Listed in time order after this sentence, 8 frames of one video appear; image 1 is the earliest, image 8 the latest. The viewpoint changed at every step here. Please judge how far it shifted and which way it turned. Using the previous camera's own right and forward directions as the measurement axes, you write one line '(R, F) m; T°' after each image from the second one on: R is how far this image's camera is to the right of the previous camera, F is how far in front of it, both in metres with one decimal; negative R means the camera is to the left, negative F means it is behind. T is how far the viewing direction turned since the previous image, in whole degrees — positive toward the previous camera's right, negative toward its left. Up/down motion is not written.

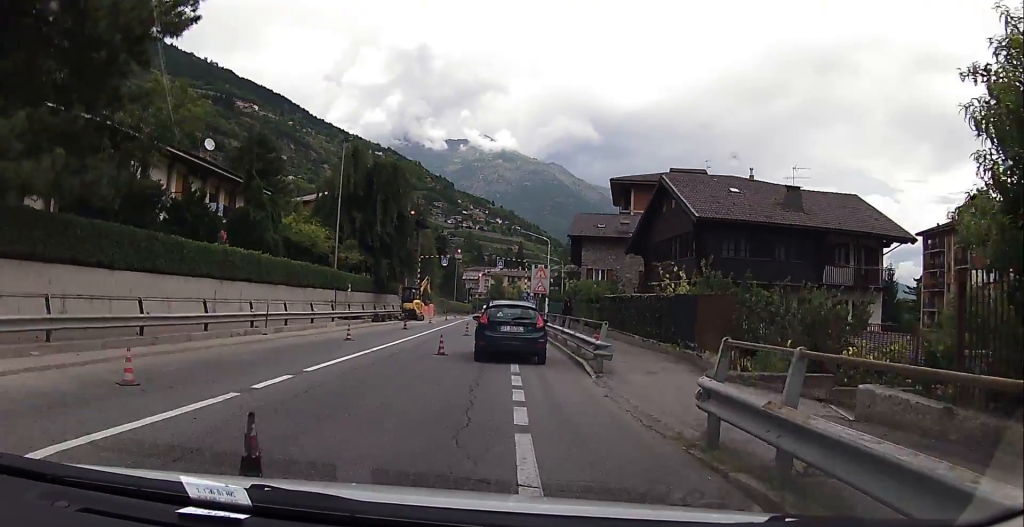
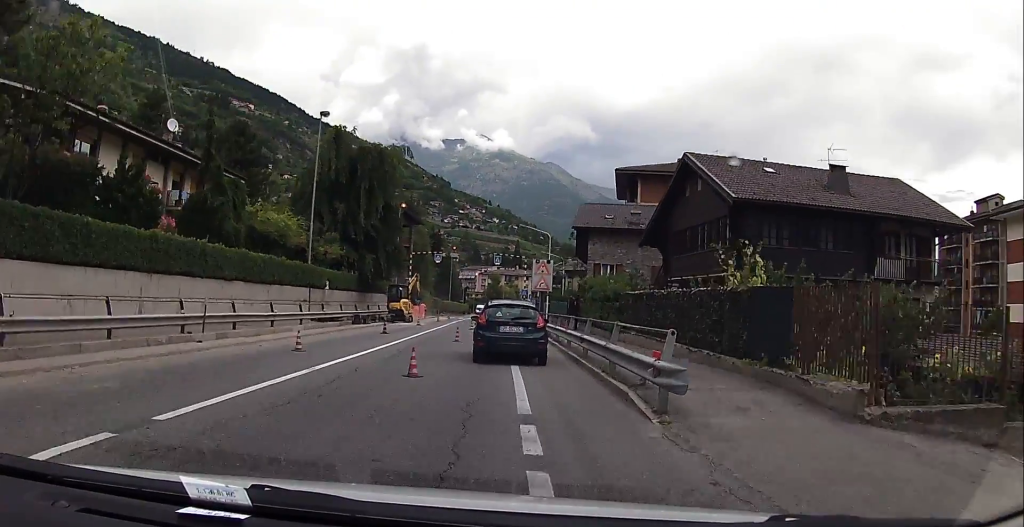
(+0.2, +5.3) m; 0°
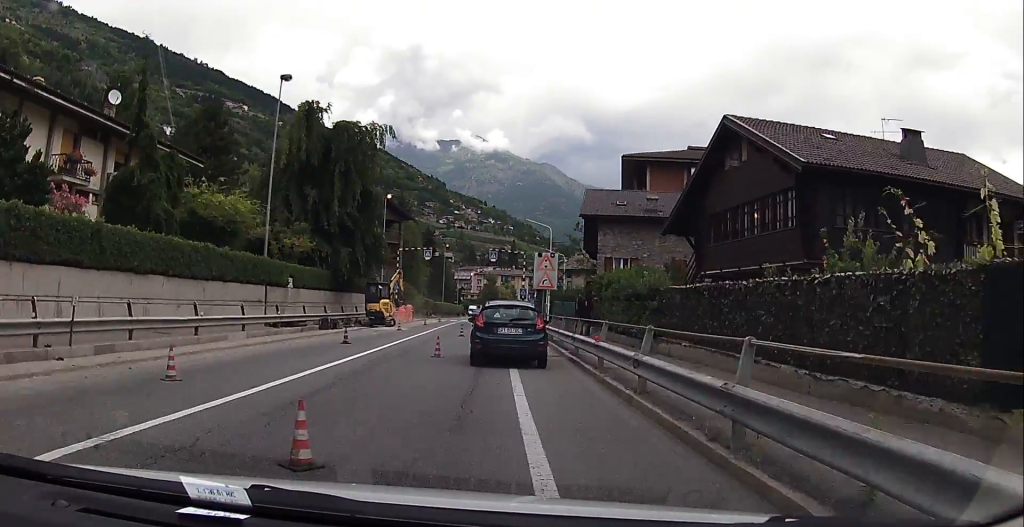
(0.0, +6.6) m; -1°
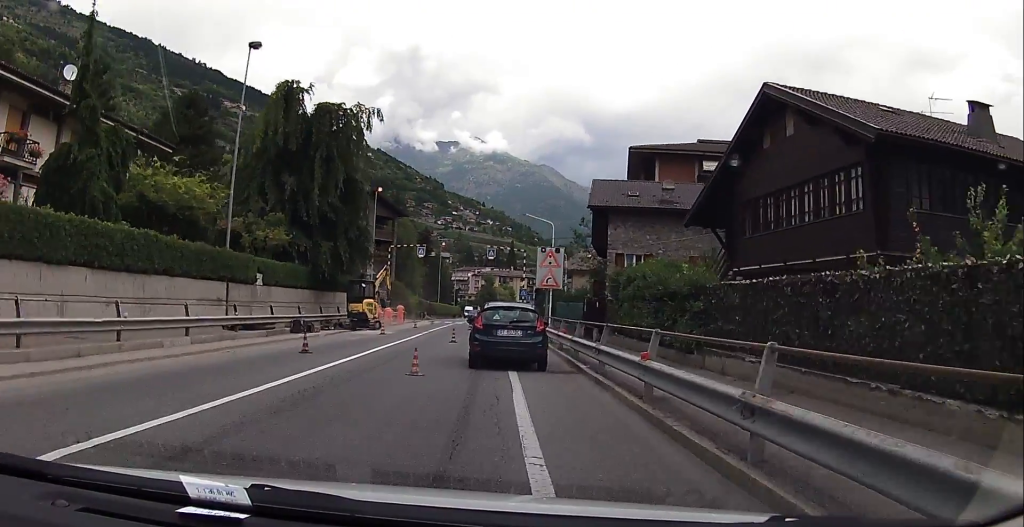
(-0.1, +4.3) m; -1°
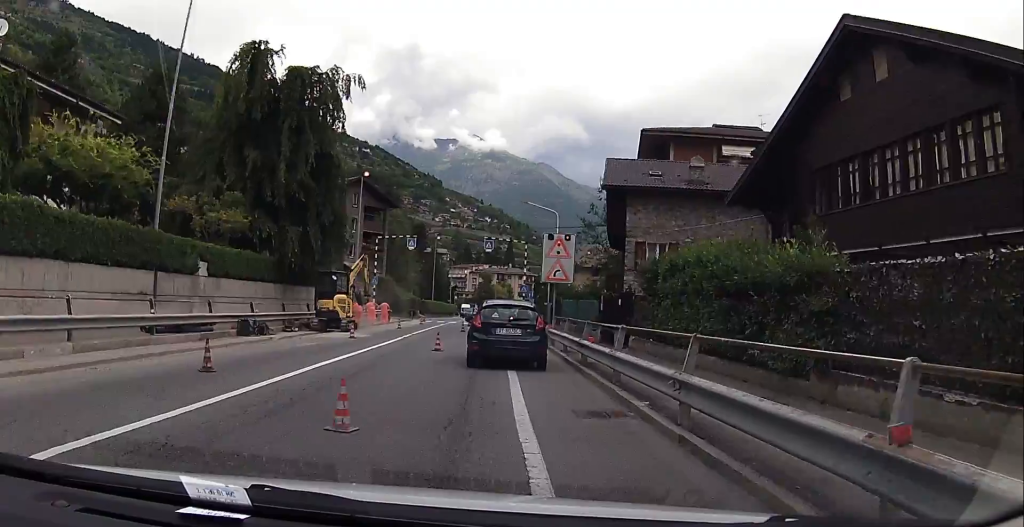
(0.0, +5.8) m; 0°
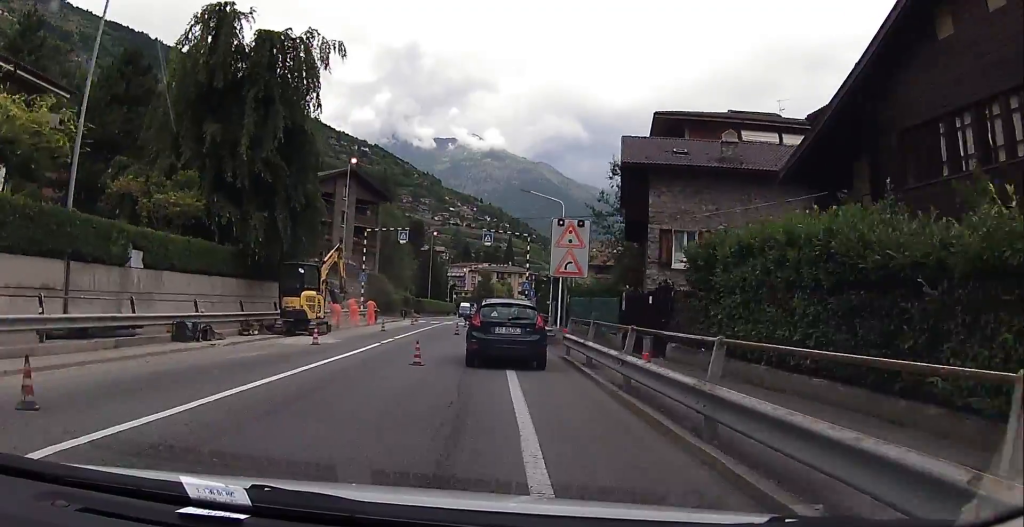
(0.0, +4.8) m; 0°
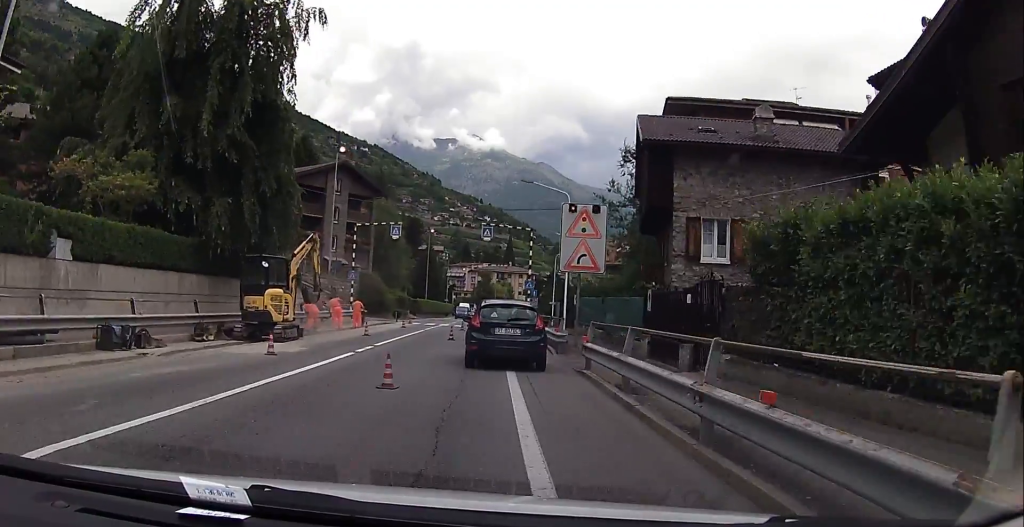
(0.0, +3.8) m; +1°
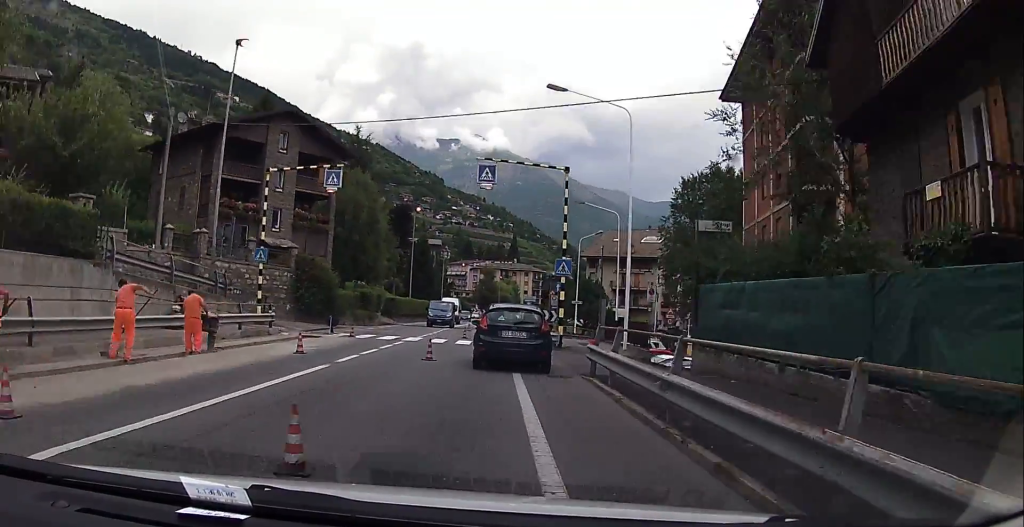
(+1.0, +20.1) m; +3°
